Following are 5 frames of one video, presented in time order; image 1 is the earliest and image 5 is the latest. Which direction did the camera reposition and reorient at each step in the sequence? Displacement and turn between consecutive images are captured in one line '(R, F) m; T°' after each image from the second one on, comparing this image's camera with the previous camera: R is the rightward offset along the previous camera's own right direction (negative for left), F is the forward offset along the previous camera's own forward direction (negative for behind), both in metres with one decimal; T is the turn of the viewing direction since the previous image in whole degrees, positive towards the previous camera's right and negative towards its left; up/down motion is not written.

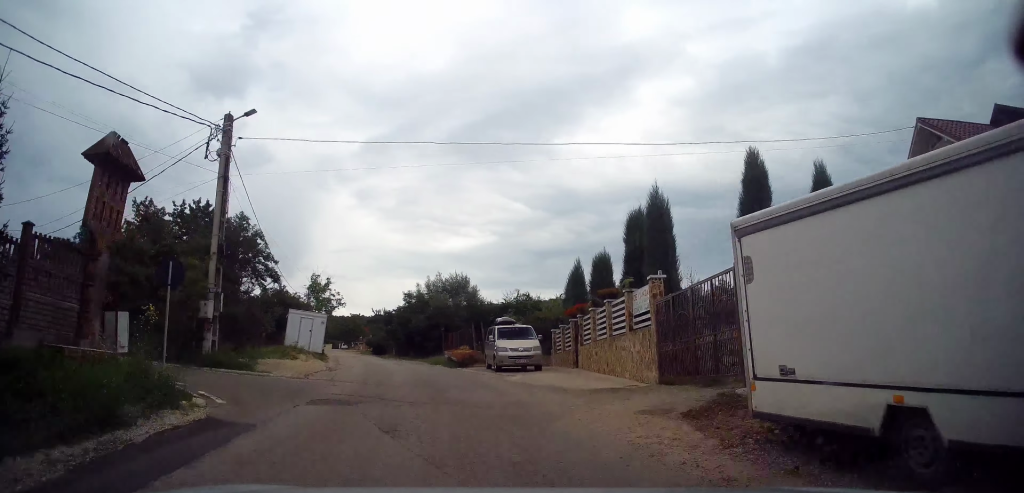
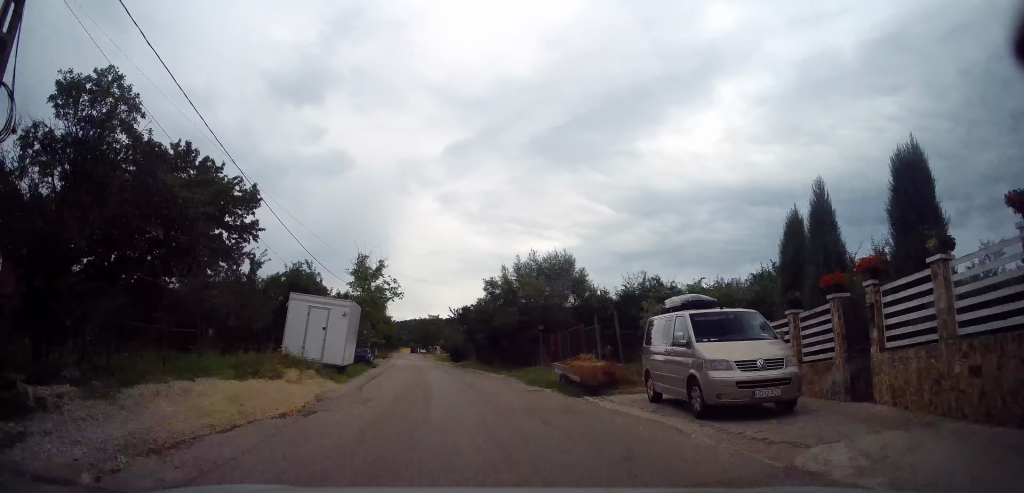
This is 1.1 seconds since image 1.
(-0.6, +12.8) m; -6°
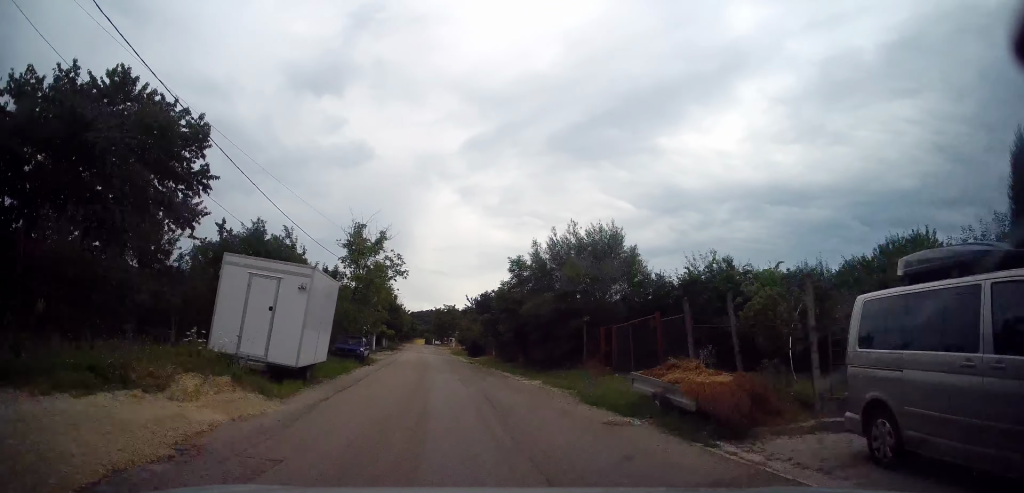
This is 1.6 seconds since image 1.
(-0.2, +6.9) m; -3°
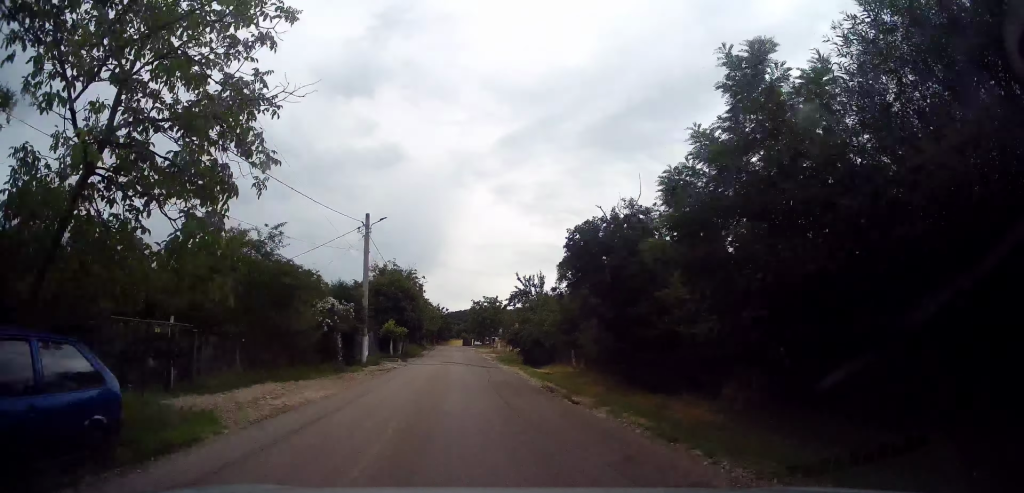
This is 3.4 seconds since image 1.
(-1.3, +22.1) m; -5°
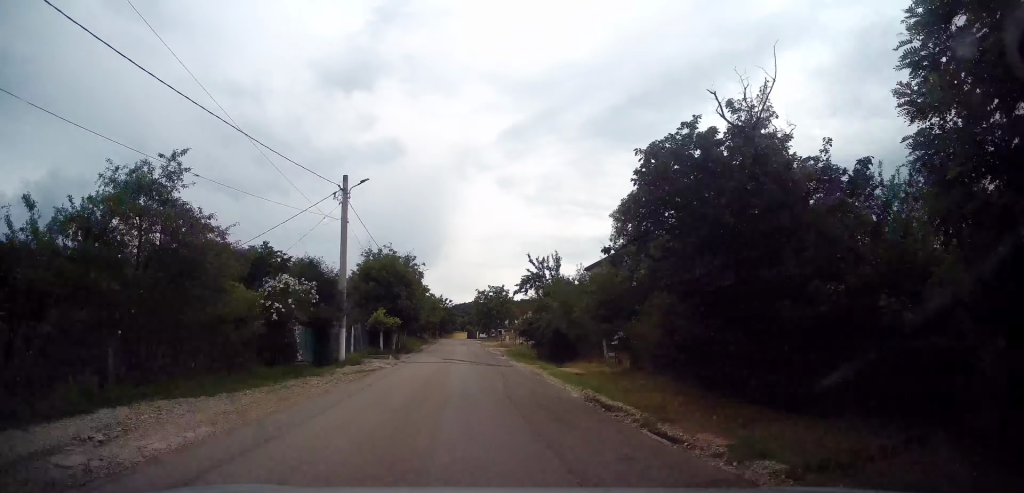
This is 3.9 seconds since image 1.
(-0.1, +6.3) m; 0°
